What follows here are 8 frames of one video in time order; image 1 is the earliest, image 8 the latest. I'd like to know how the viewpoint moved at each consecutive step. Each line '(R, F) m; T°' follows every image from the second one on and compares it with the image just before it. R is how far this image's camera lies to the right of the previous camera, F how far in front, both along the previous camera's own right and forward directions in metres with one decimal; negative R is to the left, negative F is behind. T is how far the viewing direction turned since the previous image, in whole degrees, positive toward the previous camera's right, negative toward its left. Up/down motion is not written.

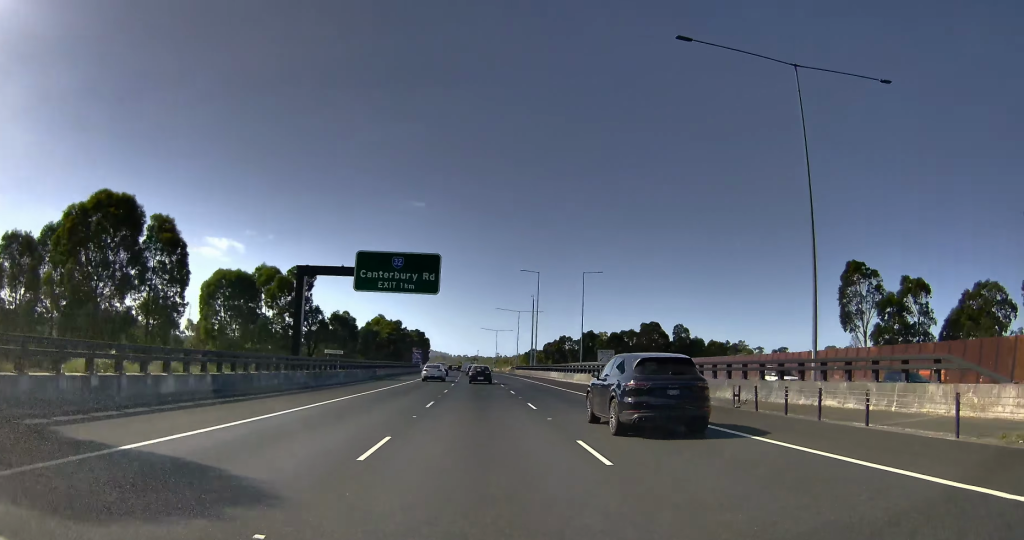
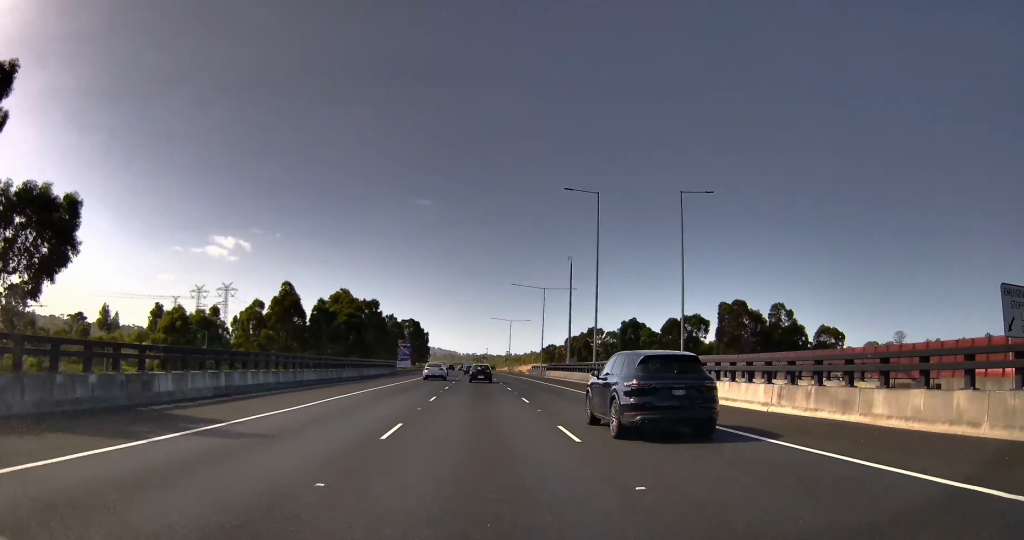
(-0.3, +47.8) m; 0°
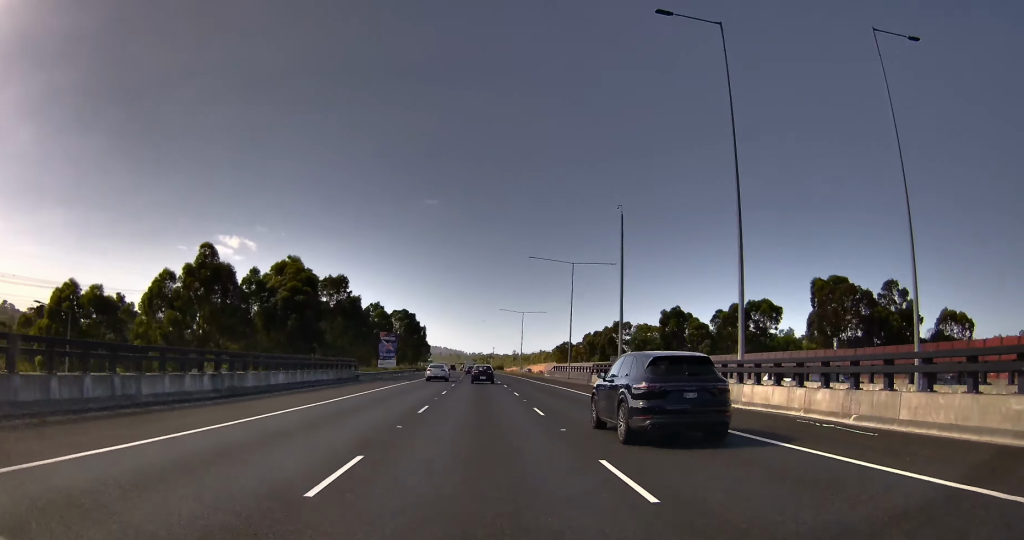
(+0.5, +33.6) m; +1°
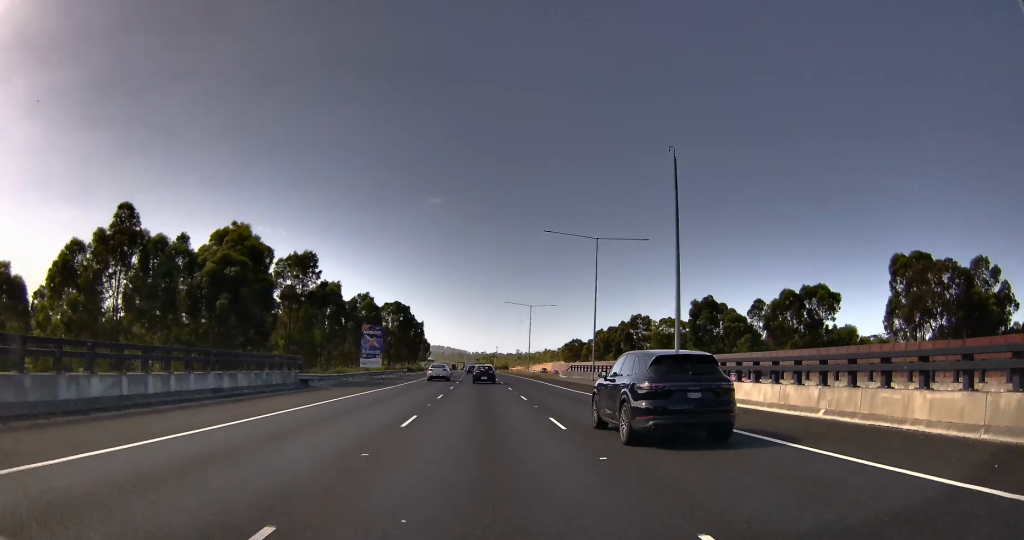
(+0.1, +20.8) m; 0°
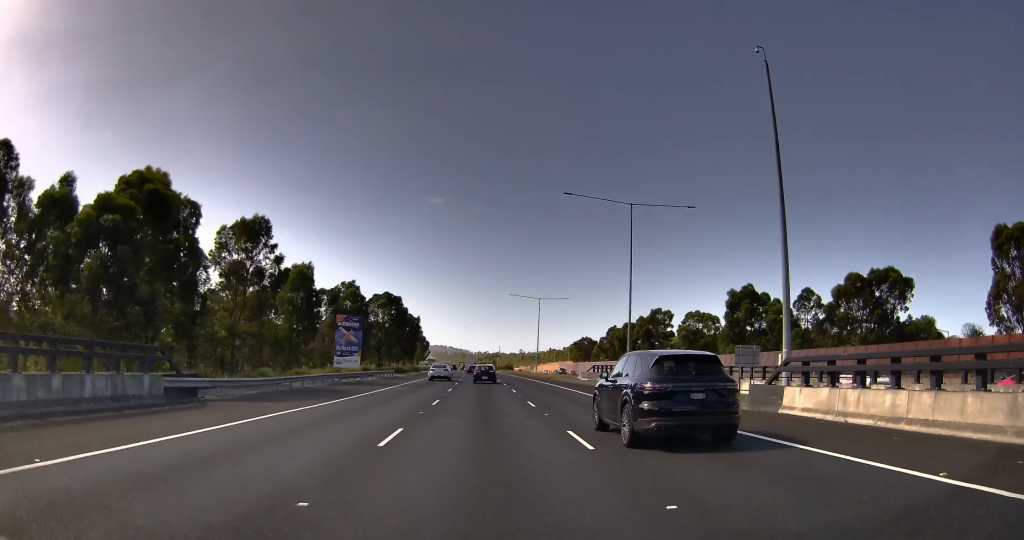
(0.0, +19.6) m; 0°
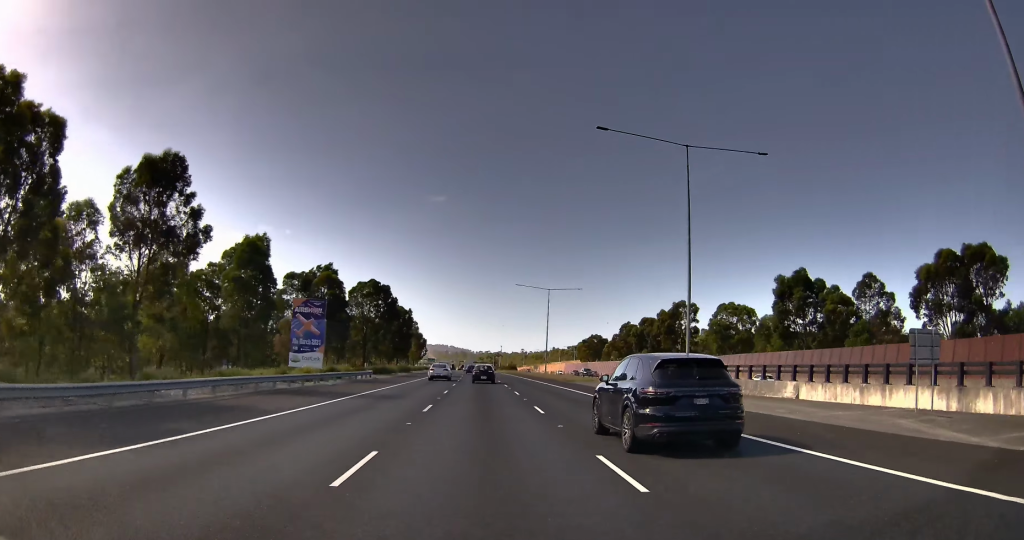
(0.0, +19.7) m; 0°
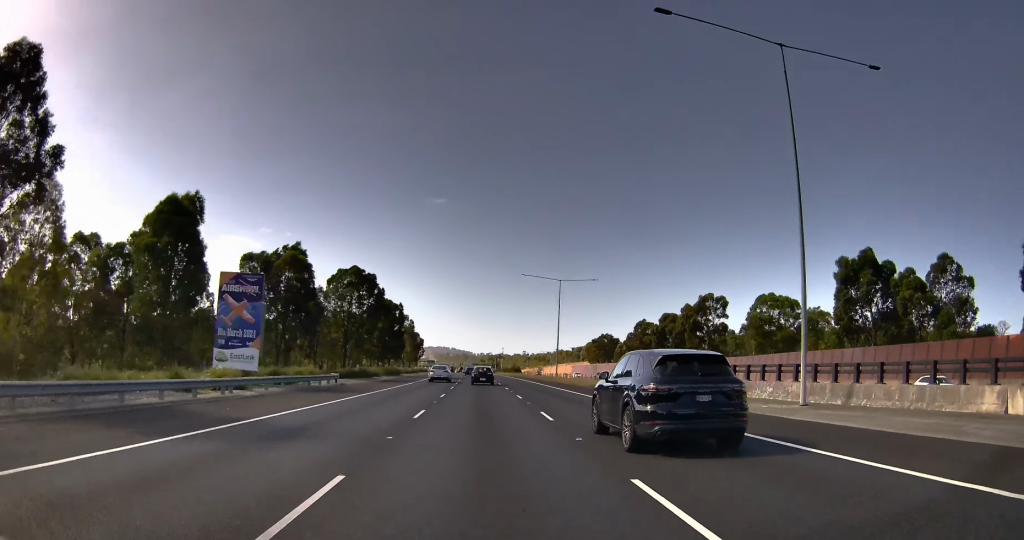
(0.0, +17.8) m; 0°
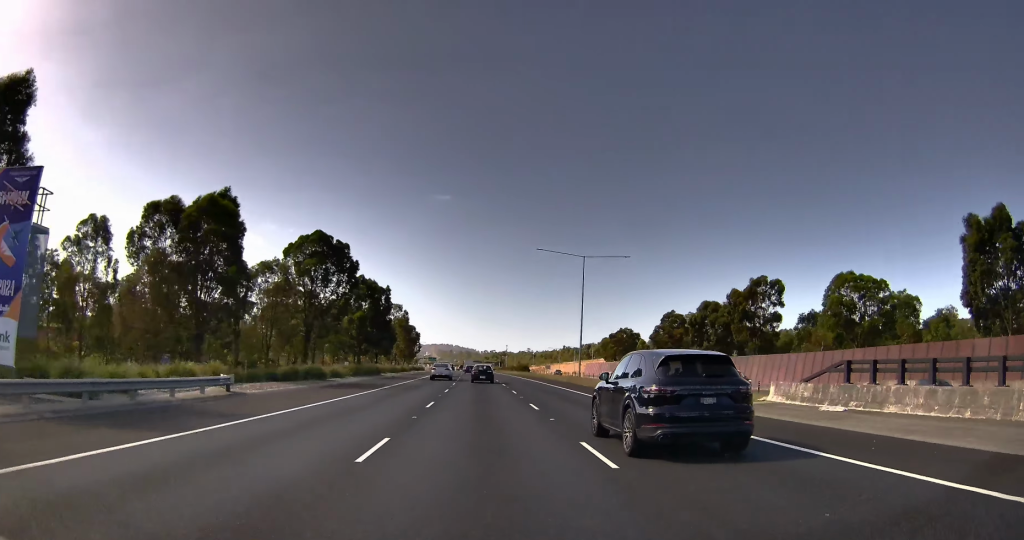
(+0.1, +23.5) m; 0°
